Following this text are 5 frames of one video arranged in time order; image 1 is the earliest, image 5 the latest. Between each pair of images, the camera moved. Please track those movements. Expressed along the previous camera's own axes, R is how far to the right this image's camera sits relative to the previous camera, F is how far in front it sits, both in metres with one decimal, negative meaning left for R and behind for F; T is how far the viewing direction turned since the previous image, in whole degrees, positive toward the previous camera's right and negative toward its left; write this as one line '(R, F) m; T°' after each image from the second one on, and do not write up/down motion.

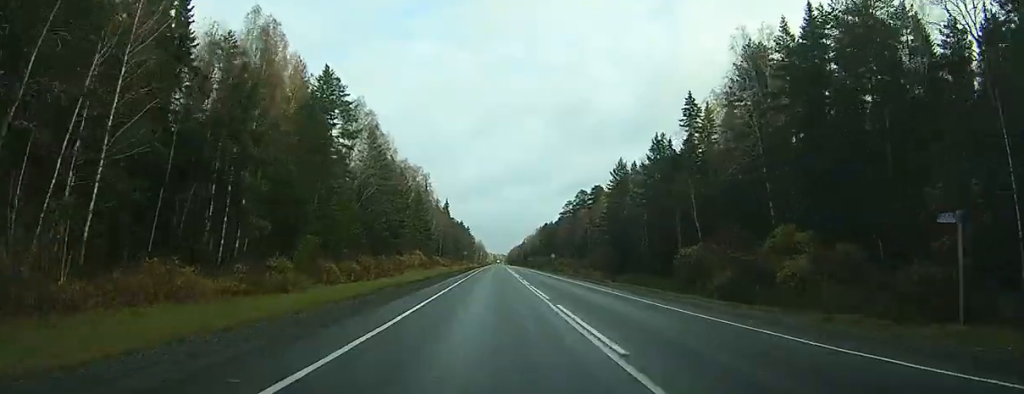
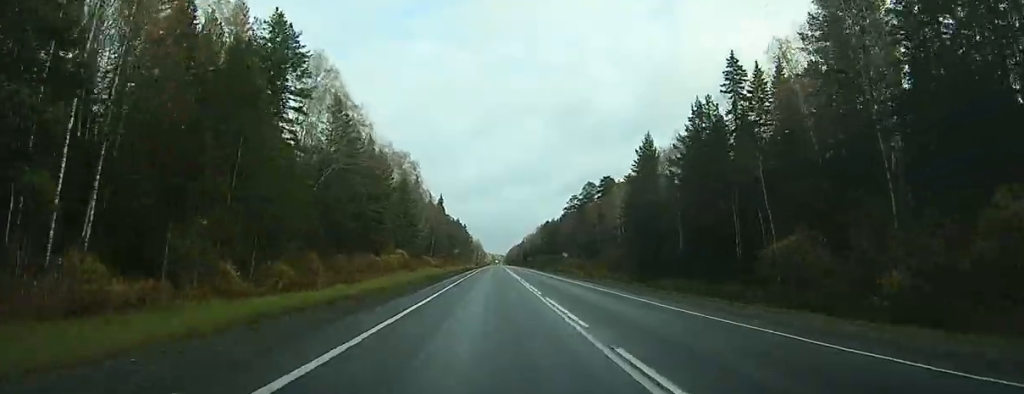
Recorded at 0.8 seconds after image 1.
(-2.6, +19.8) m; -4°
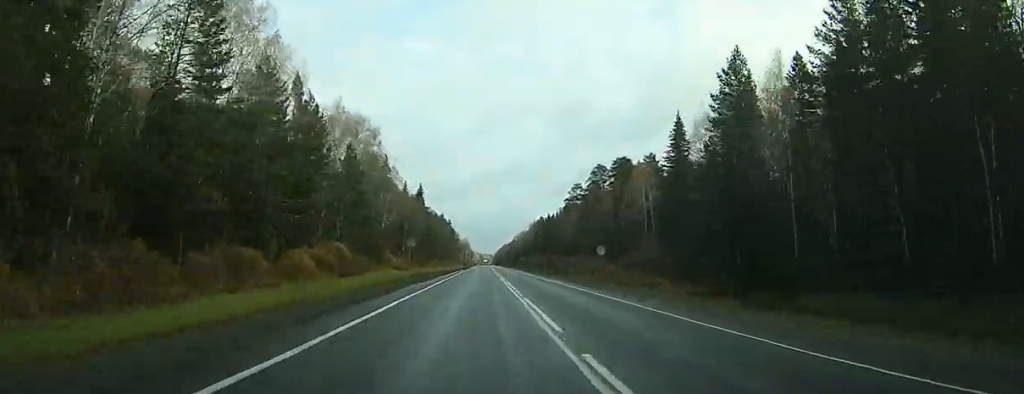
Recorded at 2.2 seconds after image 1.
(-1.0, +36.3) m; +1°
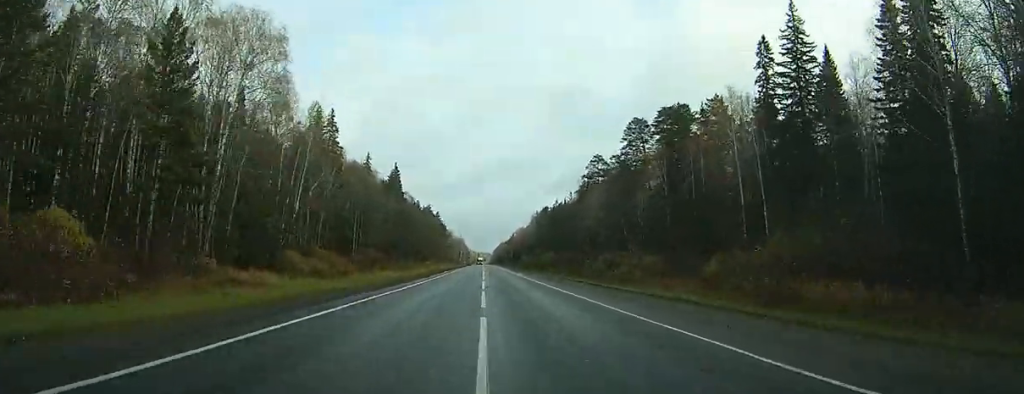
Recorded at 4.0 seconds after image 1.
(+2.4, +48.9) m; +6°
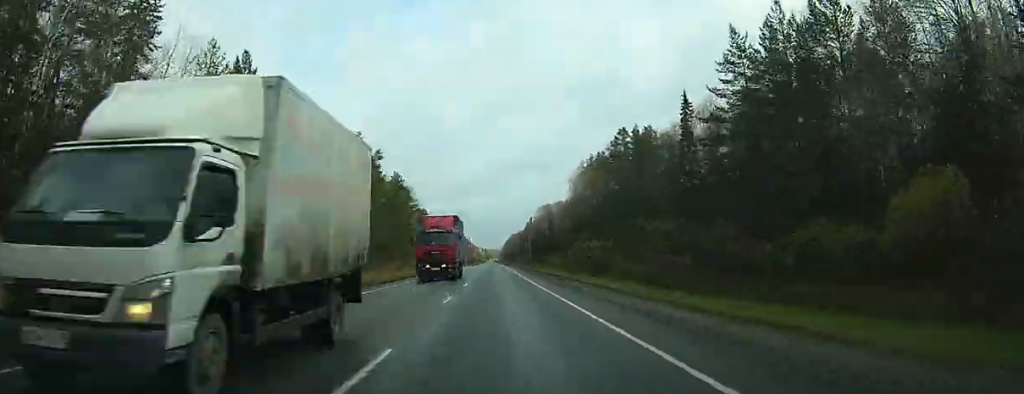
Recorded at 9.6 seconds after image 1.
(+8.0, +154.4) m; +3°
